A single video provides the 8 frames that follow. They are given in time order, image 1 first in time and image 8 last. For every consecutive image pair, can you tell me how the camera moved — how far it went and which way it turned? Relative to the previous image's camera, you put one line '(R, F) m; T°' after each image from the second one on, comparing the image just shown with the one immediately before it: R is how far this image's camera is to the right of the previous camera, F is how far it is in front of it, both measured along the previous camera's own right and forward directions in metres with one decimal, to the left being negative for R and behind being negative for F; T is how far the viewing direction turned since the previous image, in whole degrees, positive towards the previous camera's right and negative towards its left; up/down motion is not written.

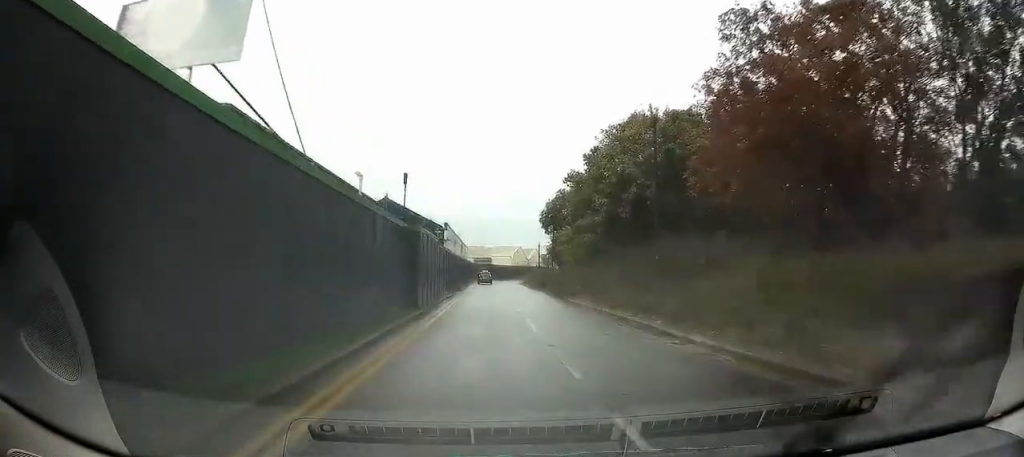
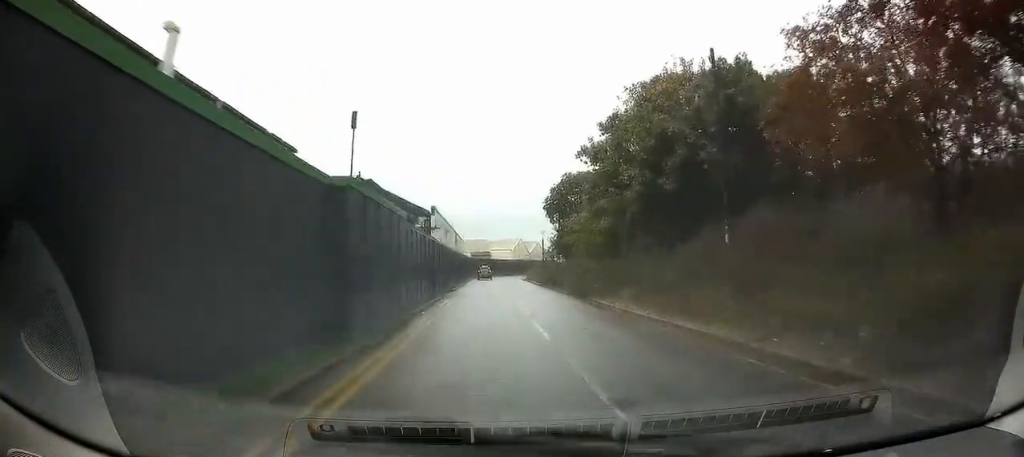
(0.0, +8.7) m; 0°
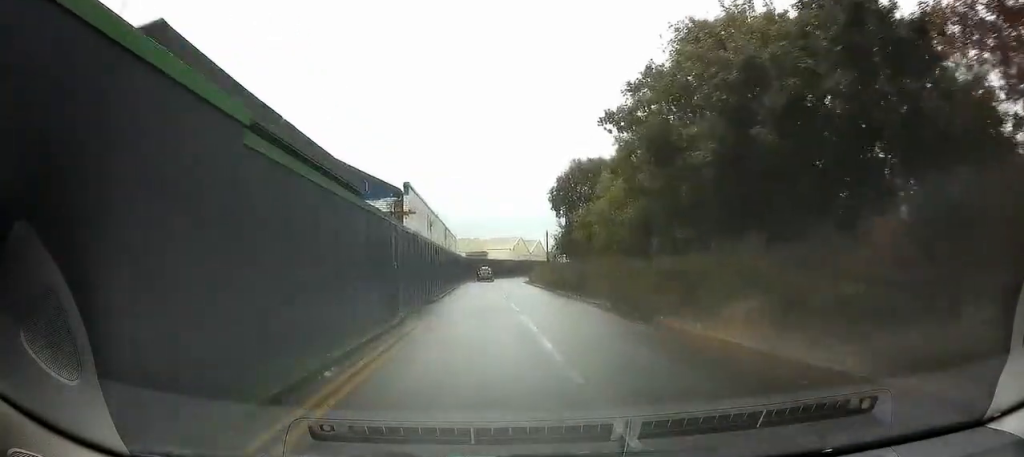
(0.0, +9.4) m; 0°
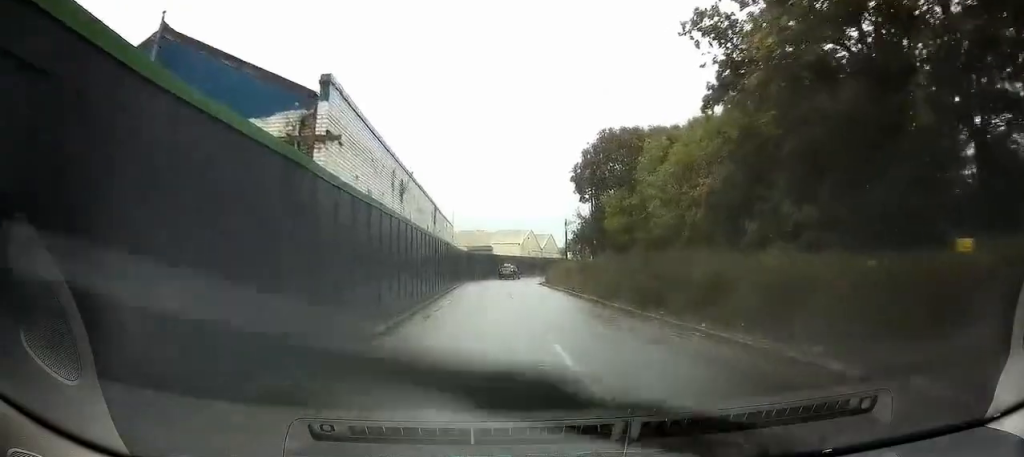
(+0.1, +12.6) m; +1°
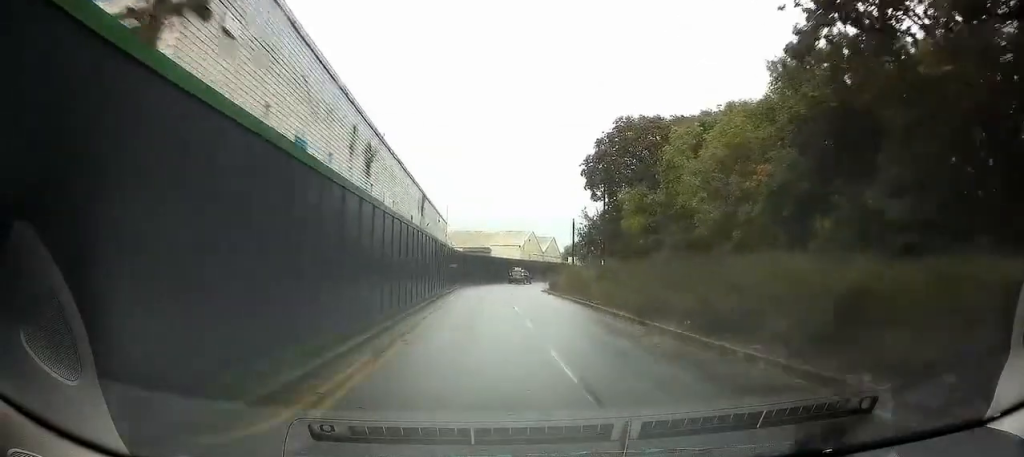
(0.0, +5.7) m; 0°
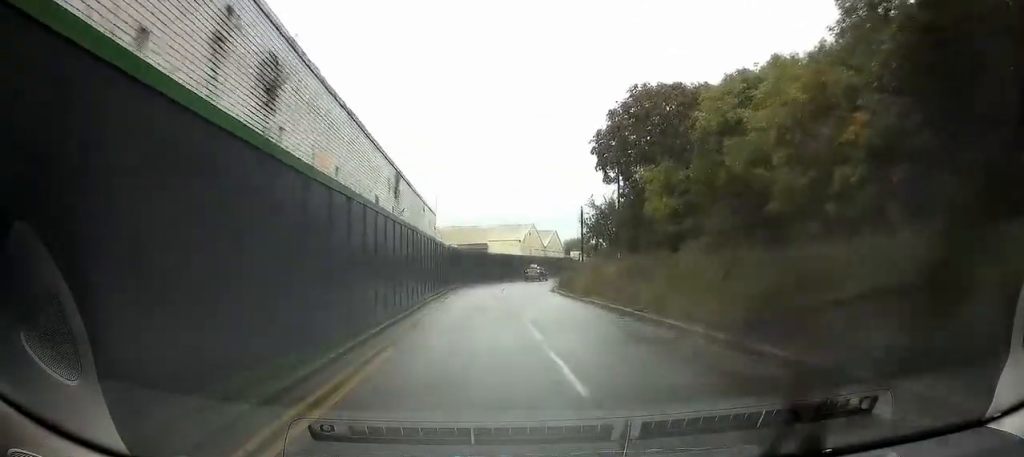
(0.0, +6.6) m; 0°
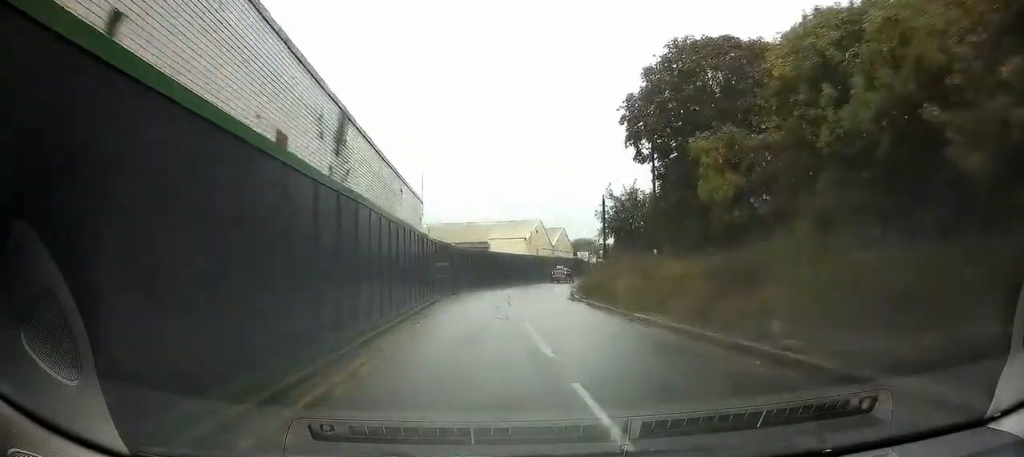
(0.0, +8.3) m; -1°
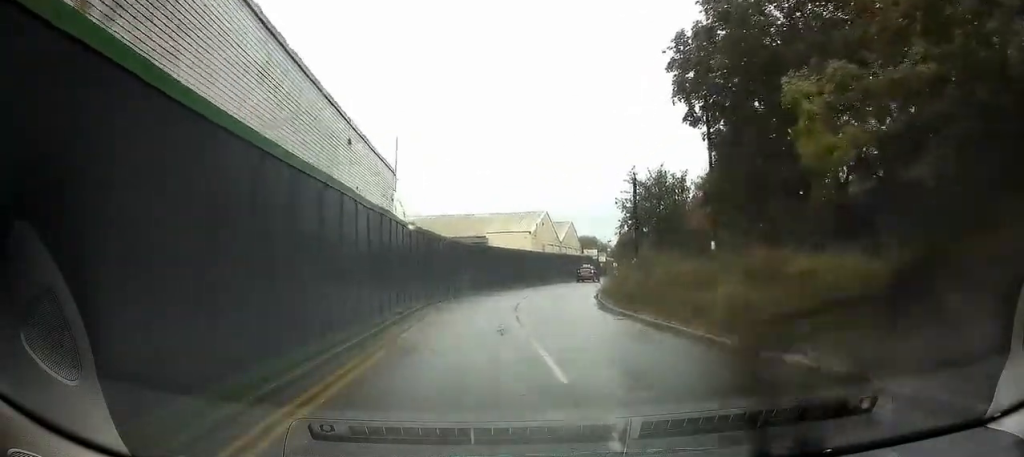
(-0.1, +8.2) m; -1°
